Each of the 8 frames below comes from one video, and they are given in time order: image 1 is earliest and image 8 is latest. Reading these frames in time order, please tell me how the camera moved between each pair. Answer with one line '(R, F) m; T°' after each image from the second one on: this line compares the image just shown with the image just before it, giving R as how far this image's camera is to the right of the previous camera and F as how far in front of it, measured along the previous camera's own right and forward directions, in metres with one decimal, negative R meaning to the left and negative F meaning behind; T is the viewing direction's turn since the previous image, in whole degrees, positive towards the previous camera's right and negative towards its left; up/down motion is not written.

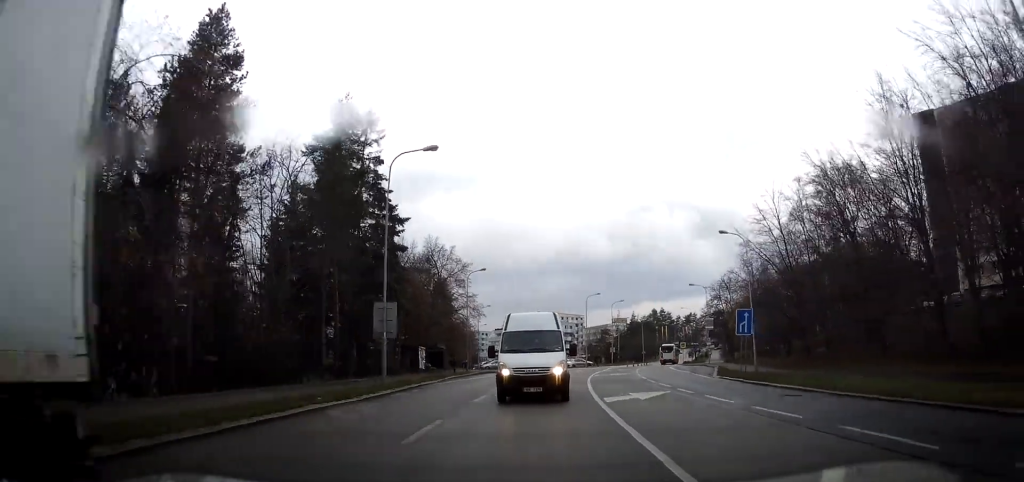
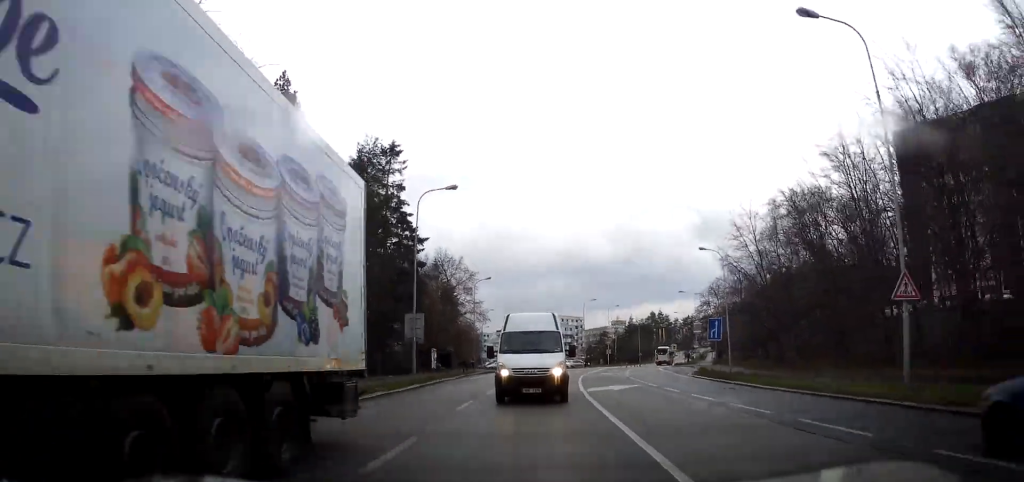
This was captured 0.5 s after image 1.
(+0.1, +6.3) m; +1°
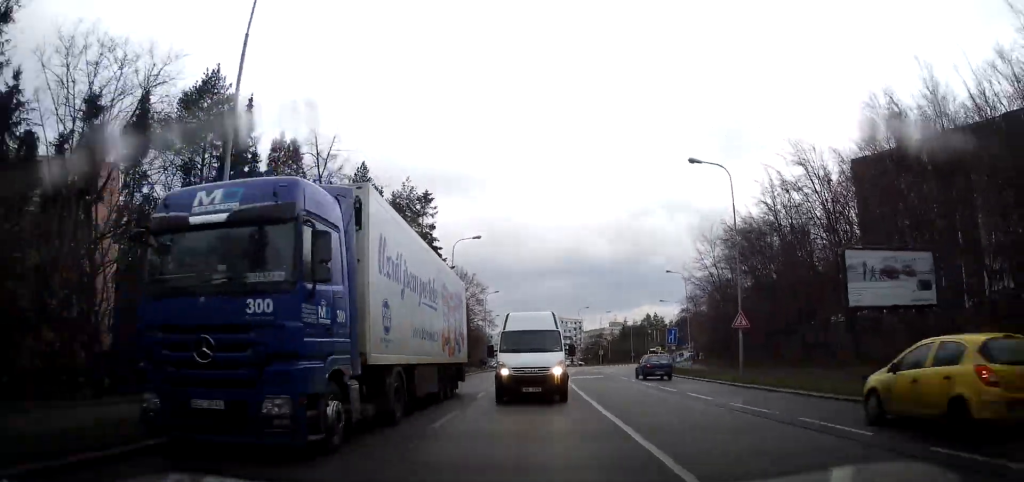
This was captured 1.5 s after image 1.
(+0.2, +14.4) m; +1°
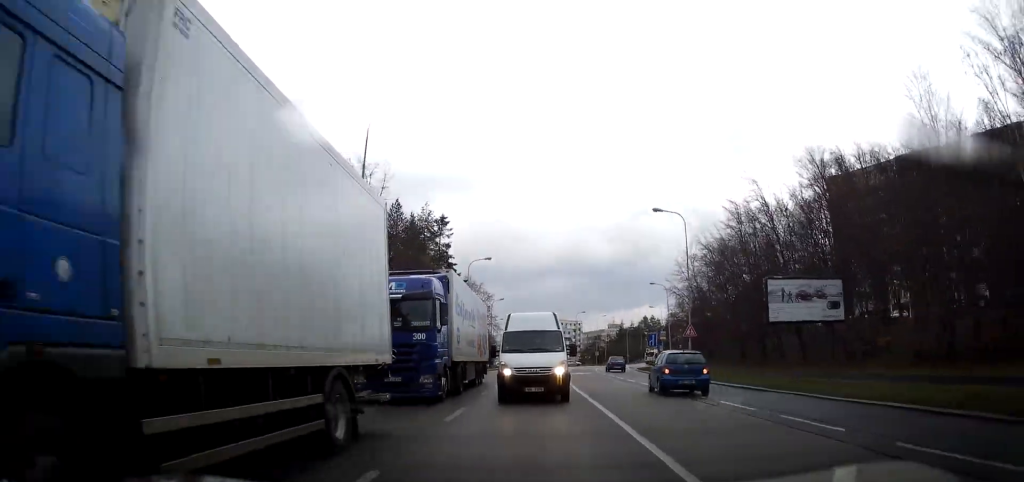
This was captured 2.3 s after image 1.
(0.0, +9.9) m; 0°
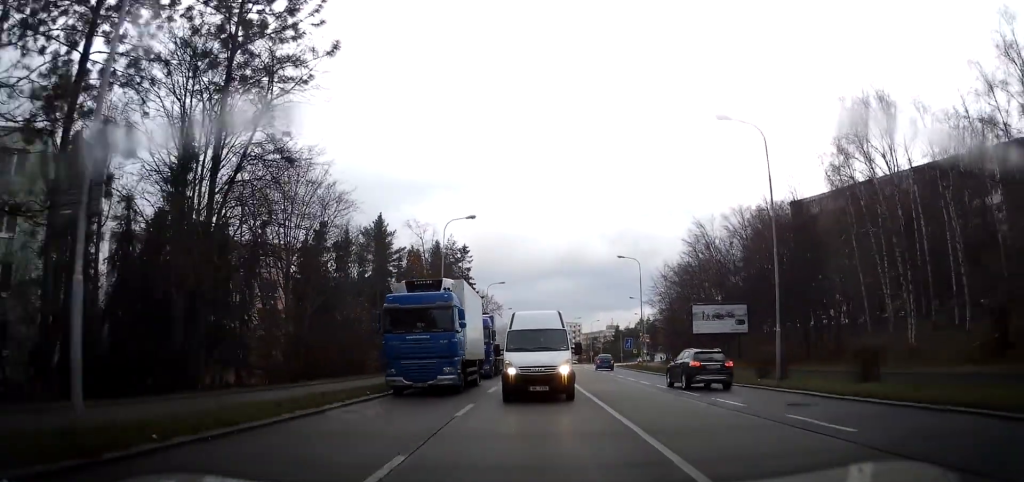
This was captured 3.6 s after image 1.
(+0.2, +18.6) m; +2°
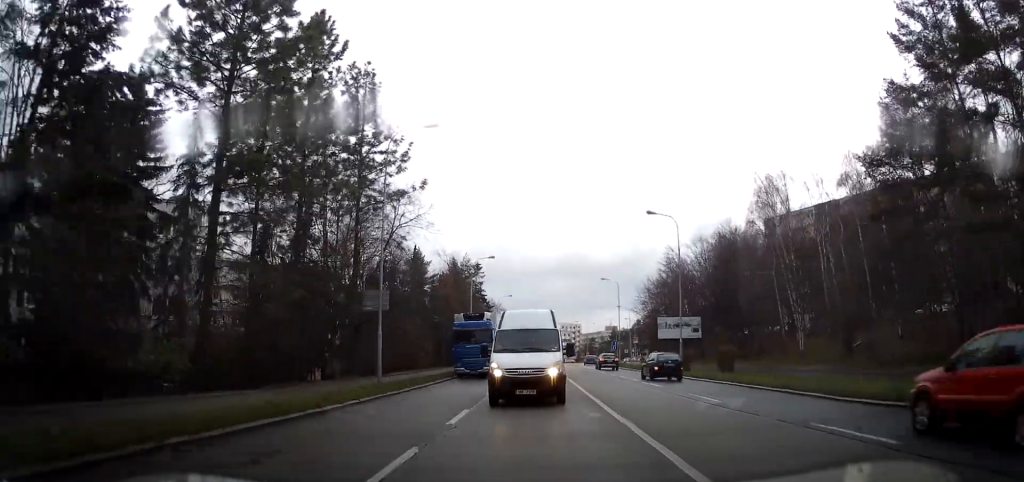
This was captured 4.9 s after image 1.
(+0.2, +17.0) m; -1°
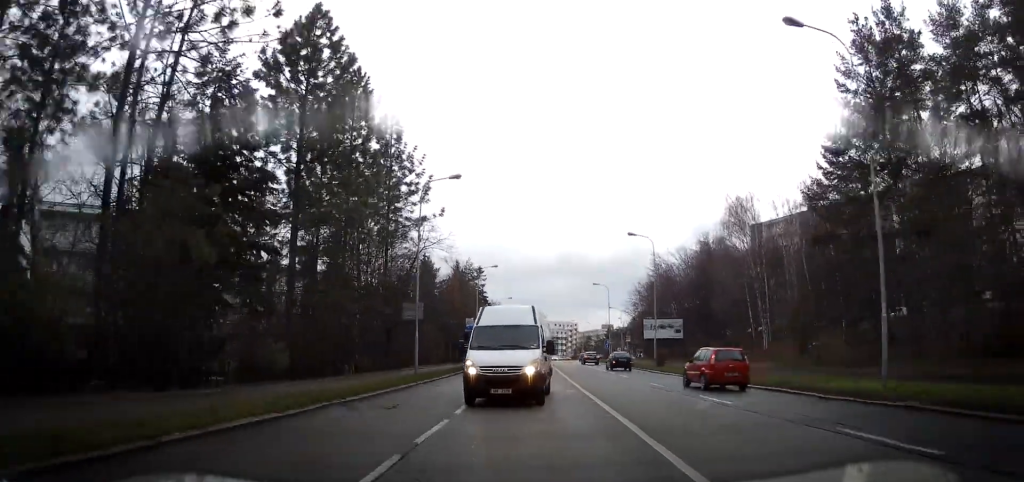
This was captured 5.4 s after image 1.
(-0.1, +7.8) m; 0°
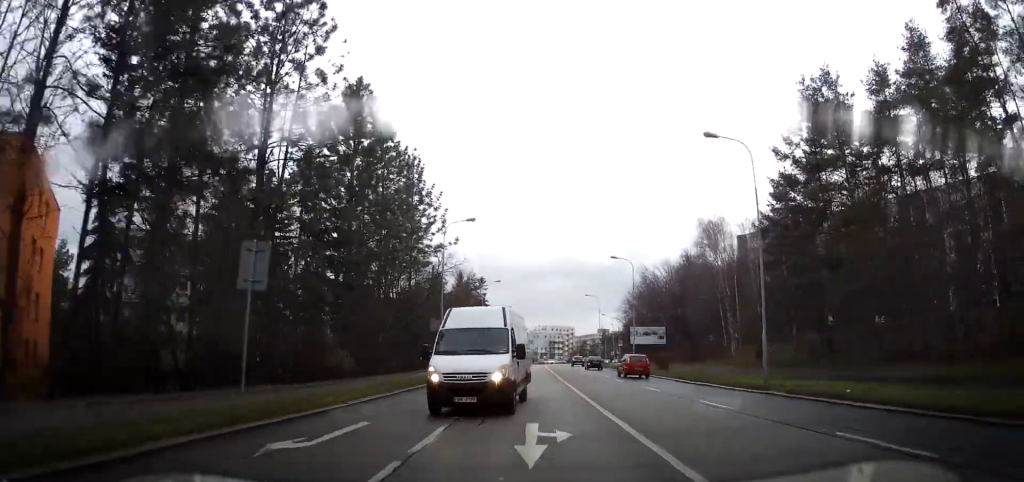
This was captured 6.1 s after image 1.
(-0.2, +9.2) m; 0°
